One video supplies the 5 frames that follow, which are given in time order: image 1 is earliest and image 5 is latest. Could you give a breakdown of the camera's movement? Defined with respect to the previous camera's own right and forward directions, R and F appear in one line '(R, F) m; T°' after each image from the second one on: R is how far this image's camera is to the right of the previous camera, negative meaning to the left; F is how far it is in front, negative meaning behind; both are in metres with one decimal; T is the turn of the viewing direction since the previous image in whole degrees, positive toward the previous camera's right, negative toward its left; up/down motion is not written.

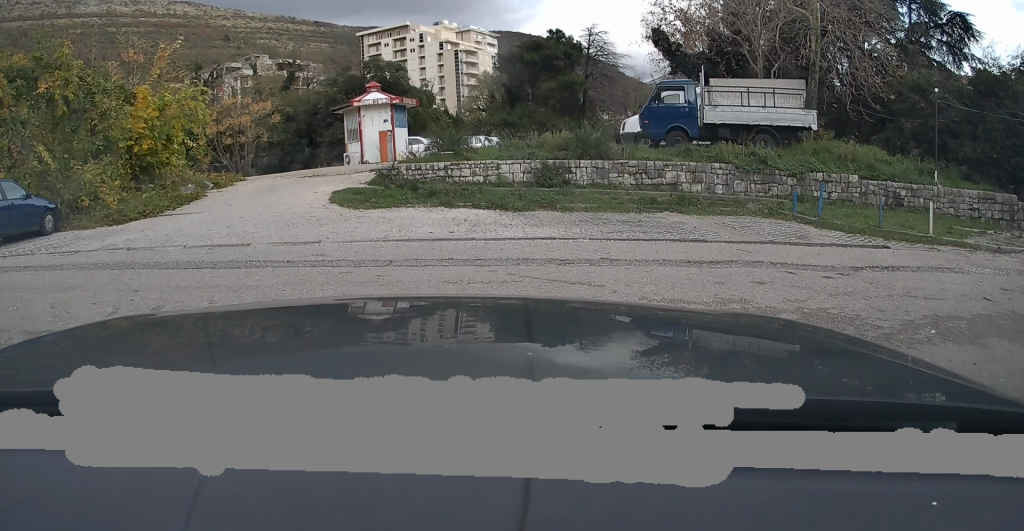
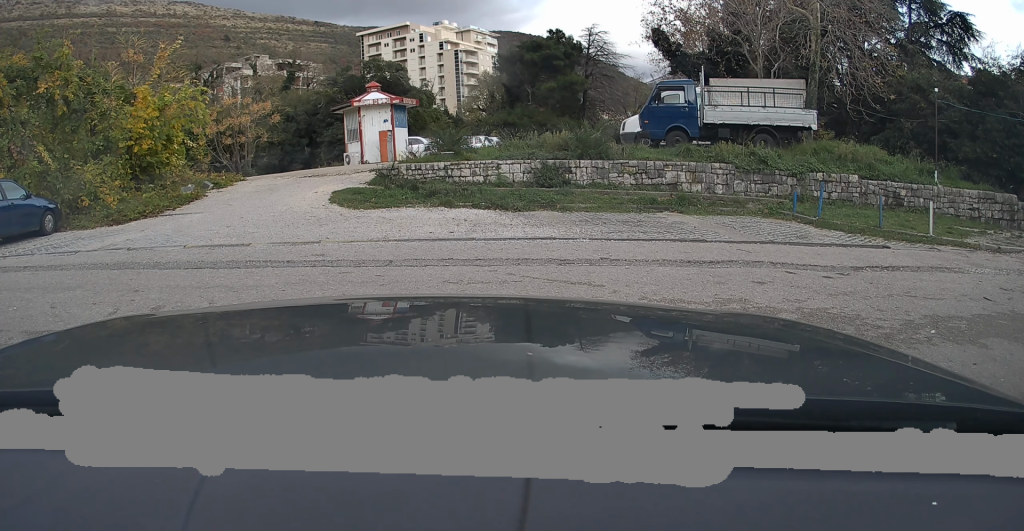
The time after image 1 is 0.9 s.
(0.0, 0.0) m; 0°
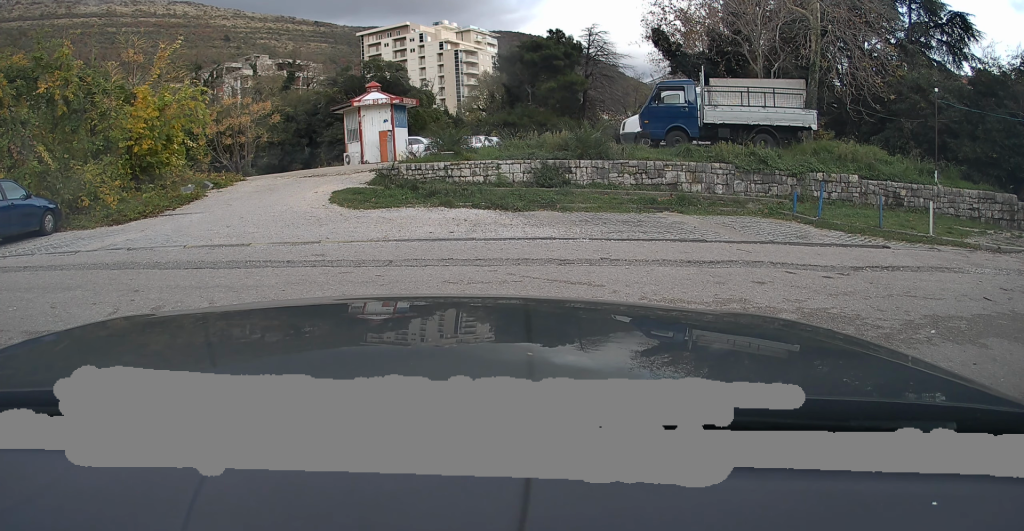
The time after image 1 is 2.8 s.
(0.0, 0.0) m; 0°
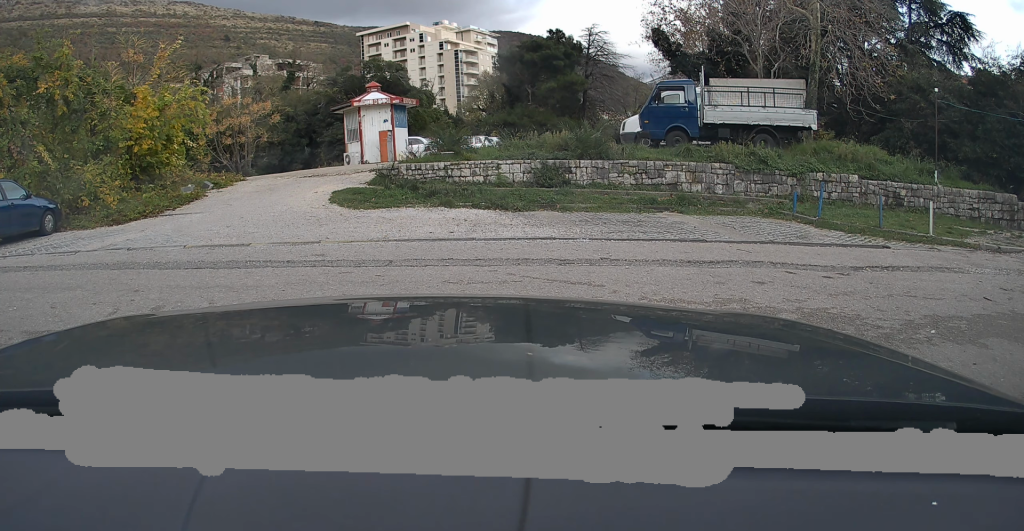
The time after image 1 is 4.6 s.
(0.0, 0.0) m; 0°
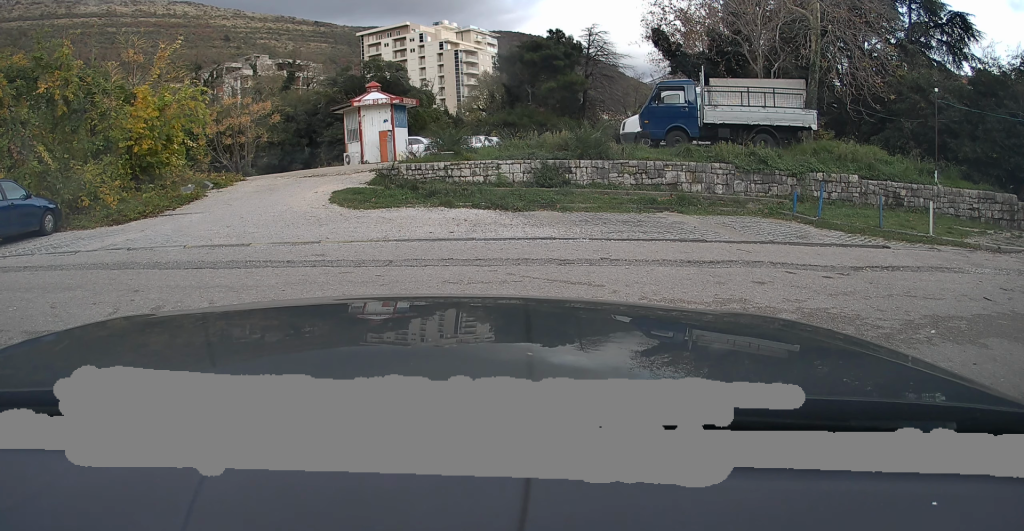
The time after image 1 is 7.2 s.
(0.0, 0.0) m; 0°
